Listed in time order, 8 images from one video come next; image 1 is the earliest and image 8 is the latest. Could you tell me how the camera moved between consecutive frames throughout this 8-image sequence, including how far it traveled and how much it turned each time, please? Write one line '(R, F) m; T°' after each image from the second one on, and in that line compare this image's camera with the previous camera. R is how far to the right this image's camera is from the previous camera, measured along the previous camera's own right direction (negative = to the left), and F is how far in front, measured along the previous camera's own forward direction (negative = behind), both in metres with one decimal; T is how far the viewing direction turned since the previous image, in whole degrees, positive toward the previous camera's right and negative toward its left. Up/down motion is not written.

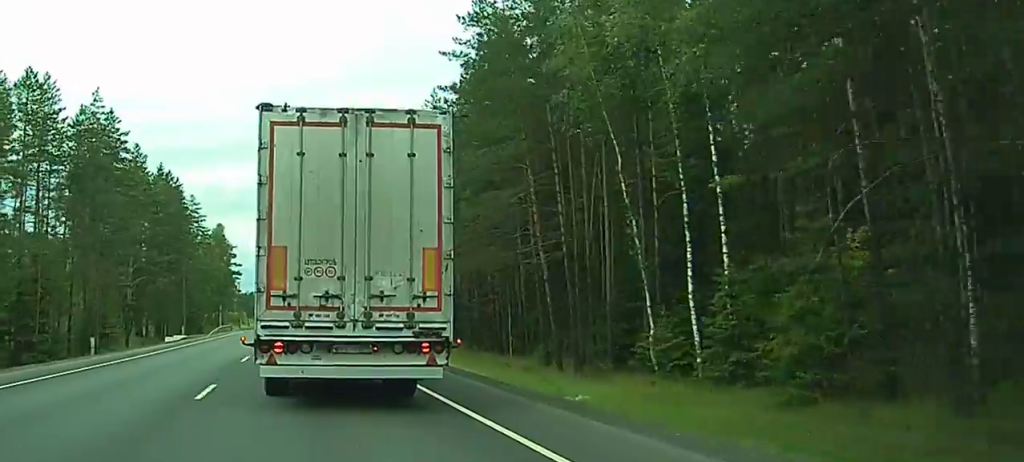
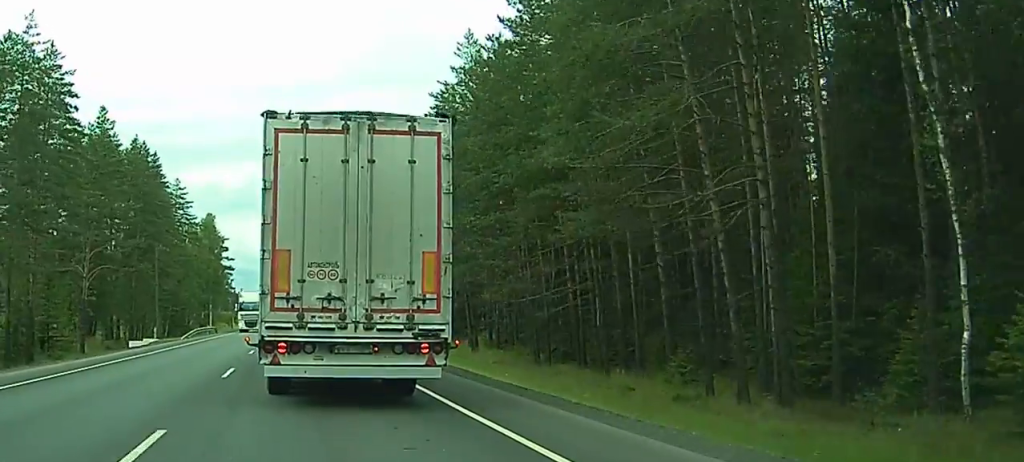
(0.0, +18.9) m; 0°
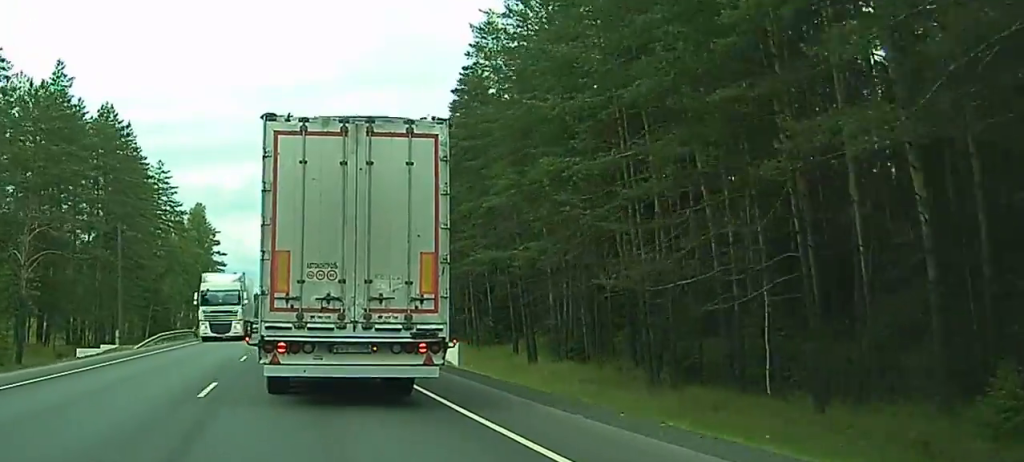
(+0.1, +16.7) m; 0°
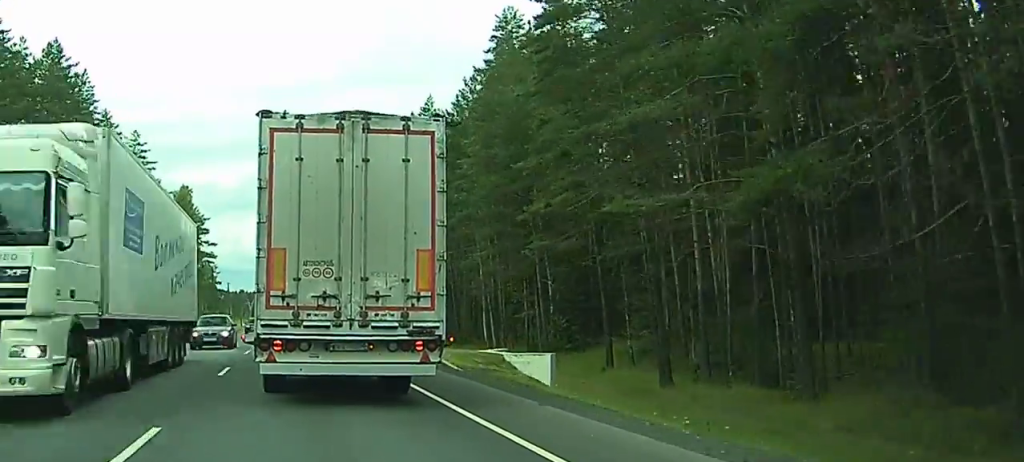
(0.0, +19.0) m; 0°
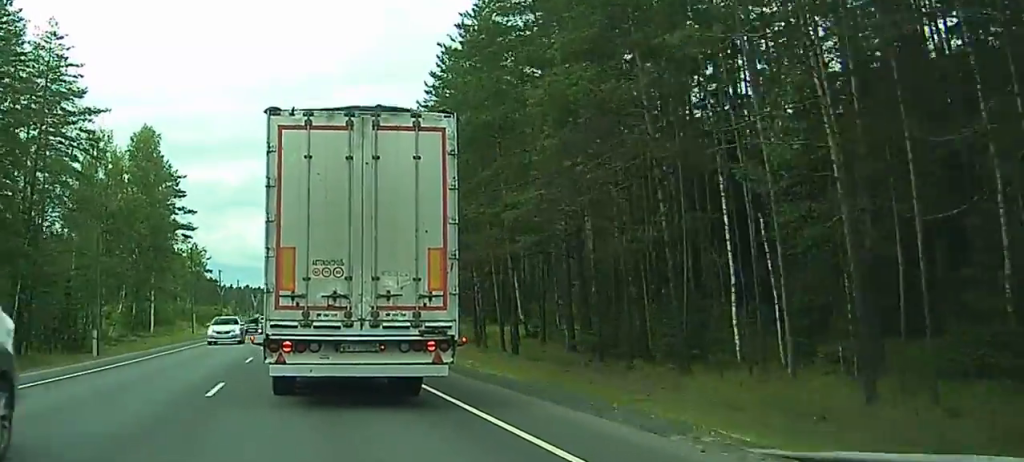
(-0.3, +40.3) m; -1°
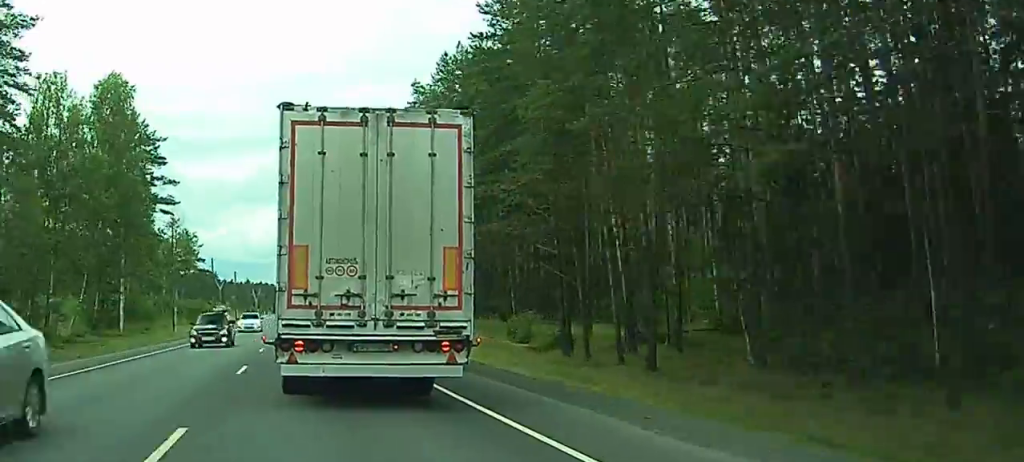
(0.0, +19.2) m; 0°
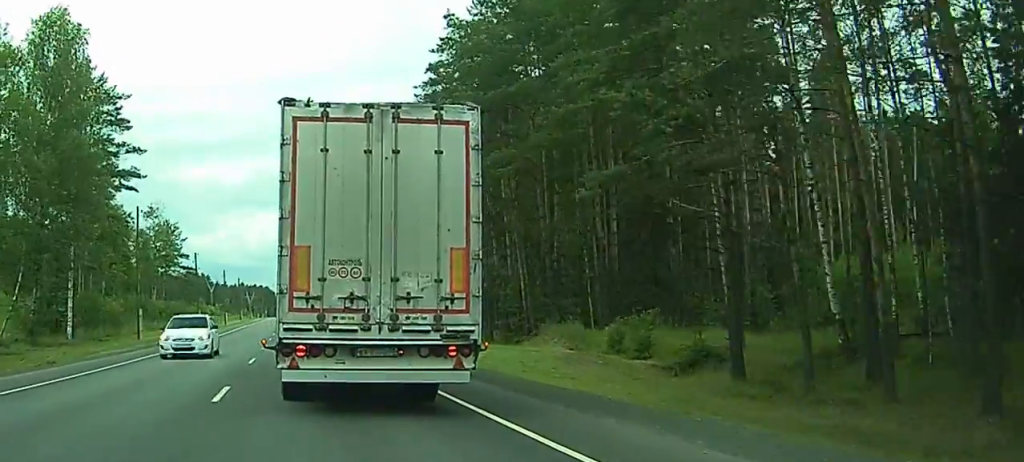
(+0.1, +17.0) m; 0°
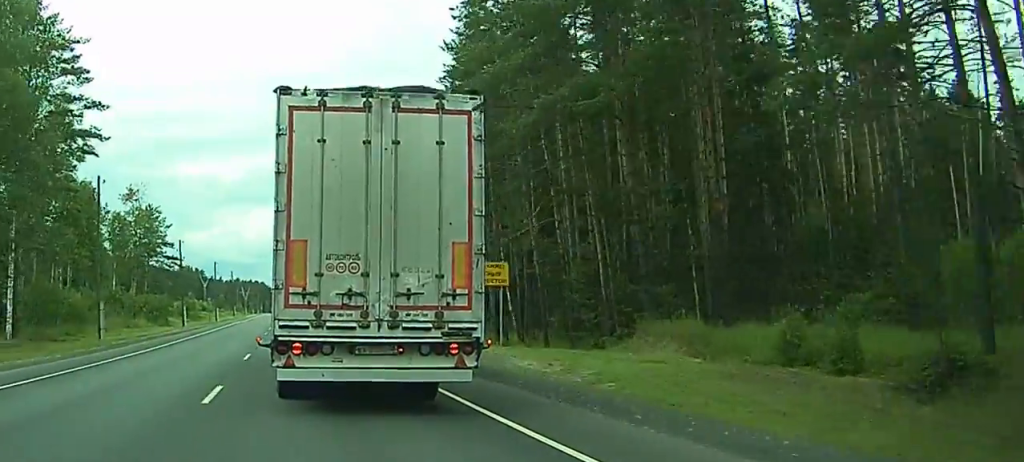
(0.0, +12.6) m; 0°
